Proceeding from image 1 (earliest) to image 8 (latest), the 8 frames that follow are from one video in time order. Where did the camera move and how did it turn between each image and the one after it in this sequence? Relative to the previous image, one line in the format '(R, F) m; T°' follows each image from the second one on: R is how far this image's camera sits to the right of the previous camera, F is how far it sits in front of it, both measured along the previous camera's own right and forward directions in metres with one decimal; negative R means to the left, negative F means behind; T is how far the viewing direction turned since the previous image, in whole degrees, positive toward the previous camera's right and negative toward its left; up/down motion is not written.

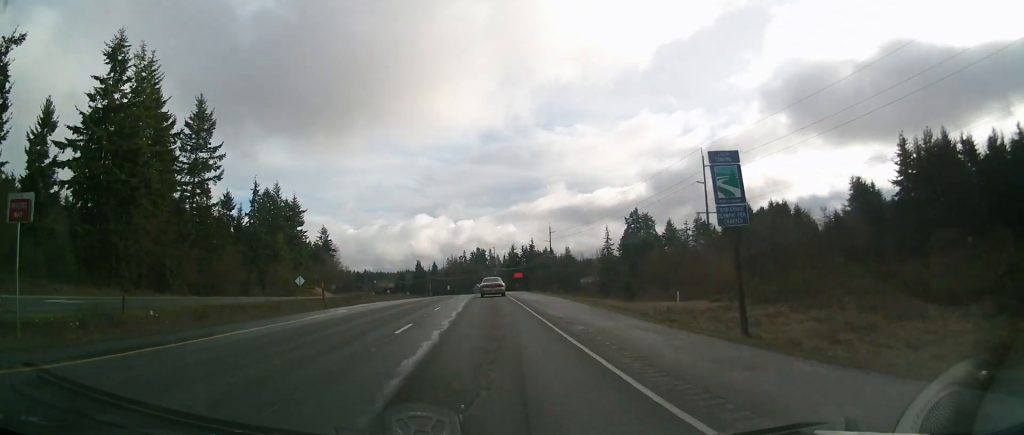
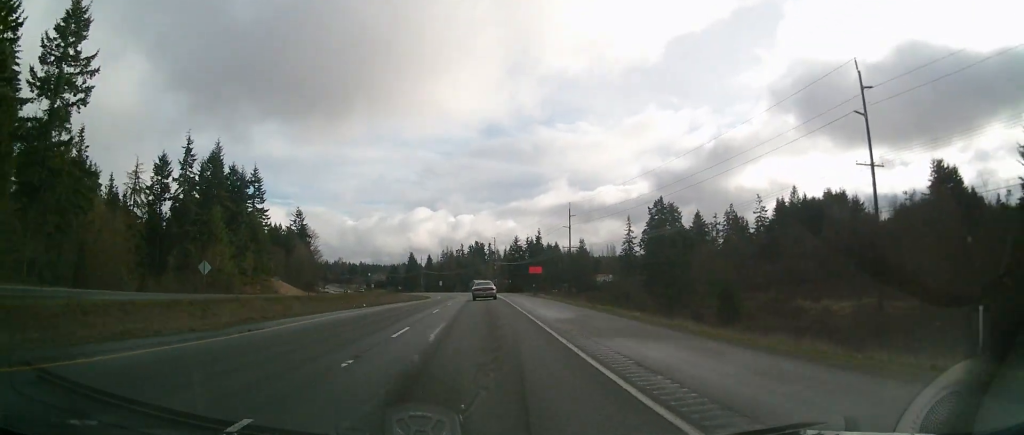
(+0.1, +36.1) m; 0°
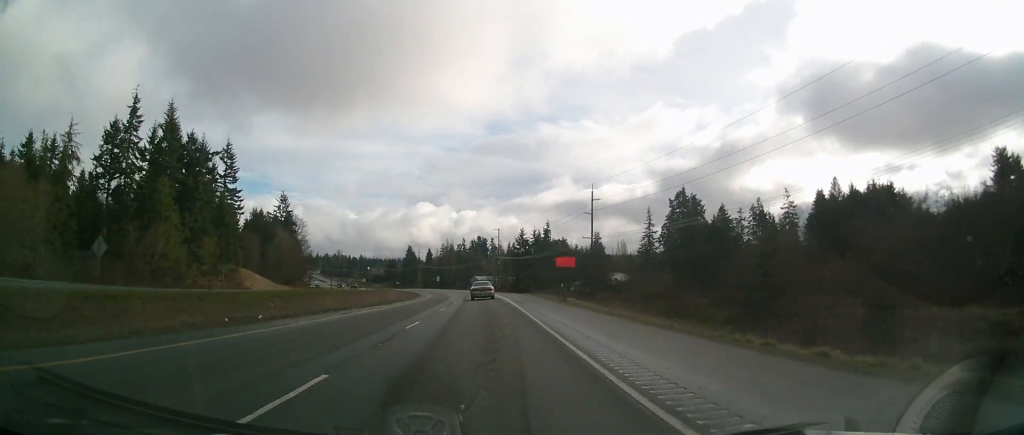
(0.0, +21.2) m; 0°
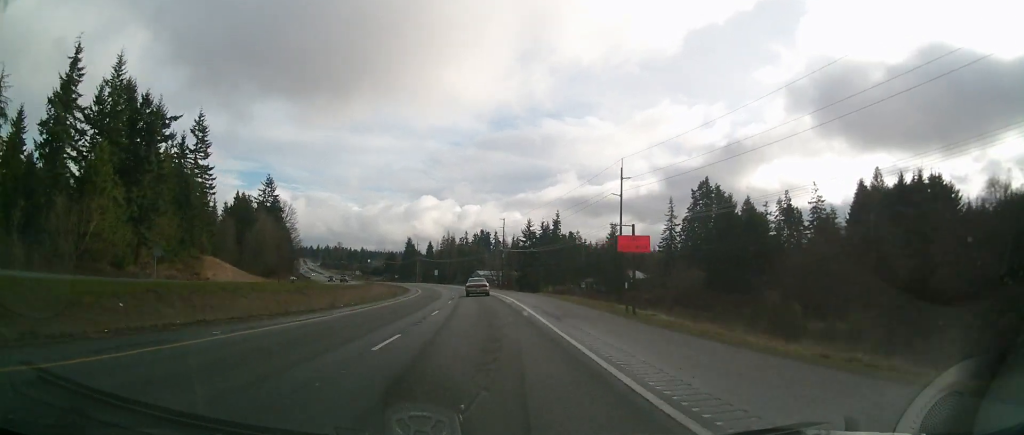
(-0.2, +17.9) m; 0°
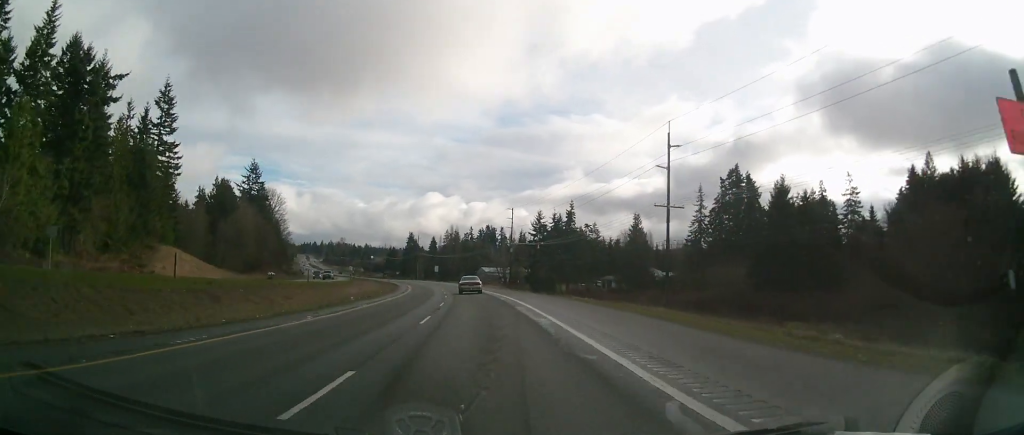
(+0.2, +18.1) m; 0°
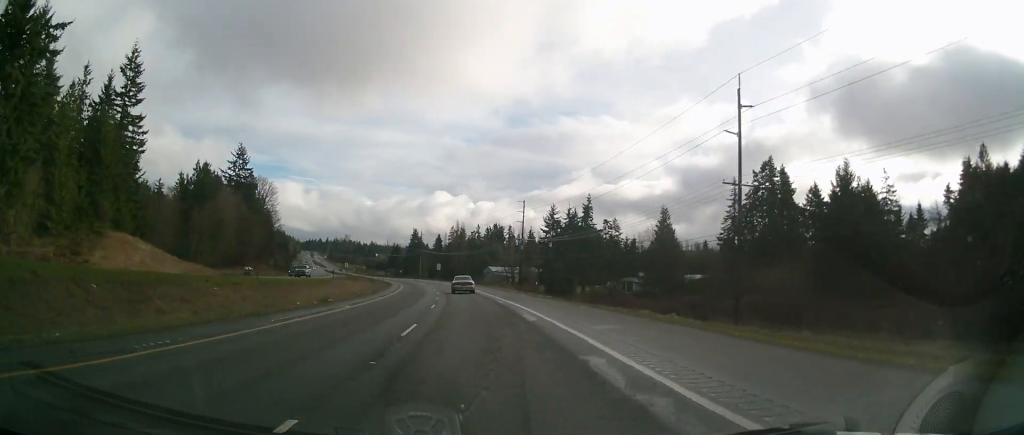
(-0.1, +15.6) m; 0°
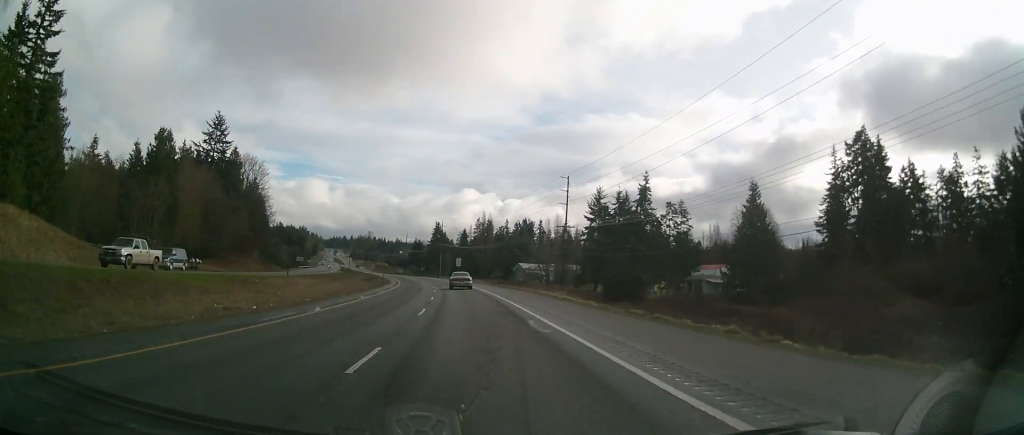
(+0.1, +29.8) m; -1°
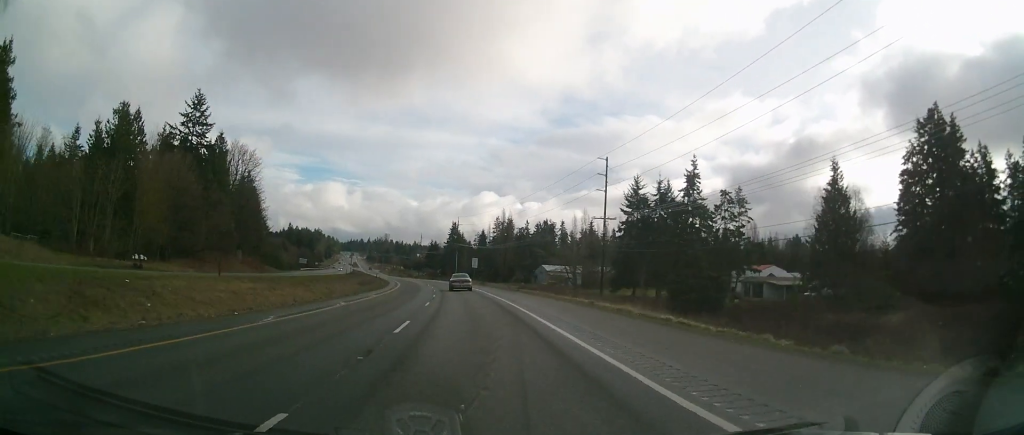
(-0.4, +18.3) m; -2°
